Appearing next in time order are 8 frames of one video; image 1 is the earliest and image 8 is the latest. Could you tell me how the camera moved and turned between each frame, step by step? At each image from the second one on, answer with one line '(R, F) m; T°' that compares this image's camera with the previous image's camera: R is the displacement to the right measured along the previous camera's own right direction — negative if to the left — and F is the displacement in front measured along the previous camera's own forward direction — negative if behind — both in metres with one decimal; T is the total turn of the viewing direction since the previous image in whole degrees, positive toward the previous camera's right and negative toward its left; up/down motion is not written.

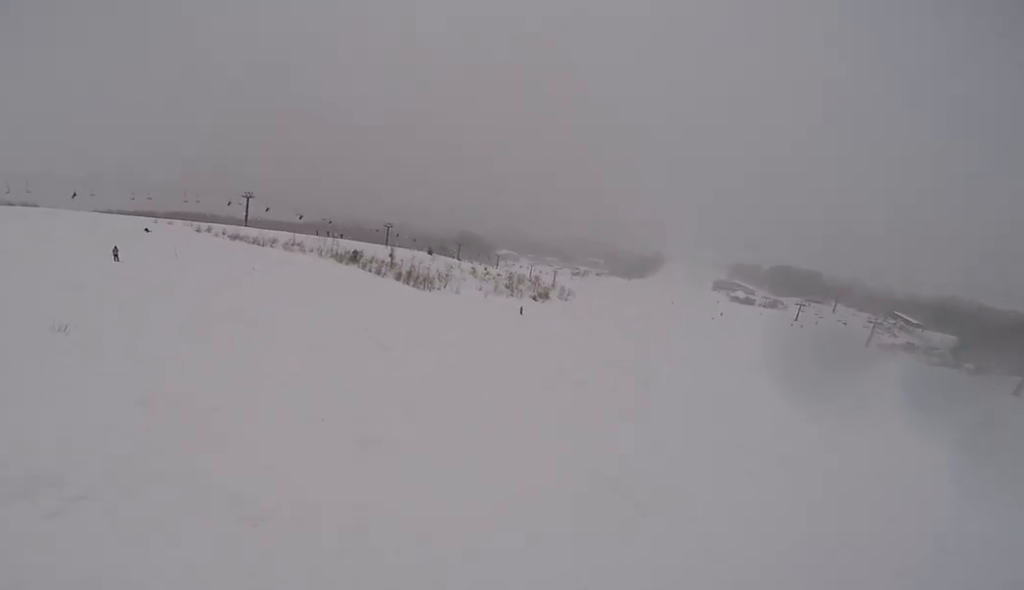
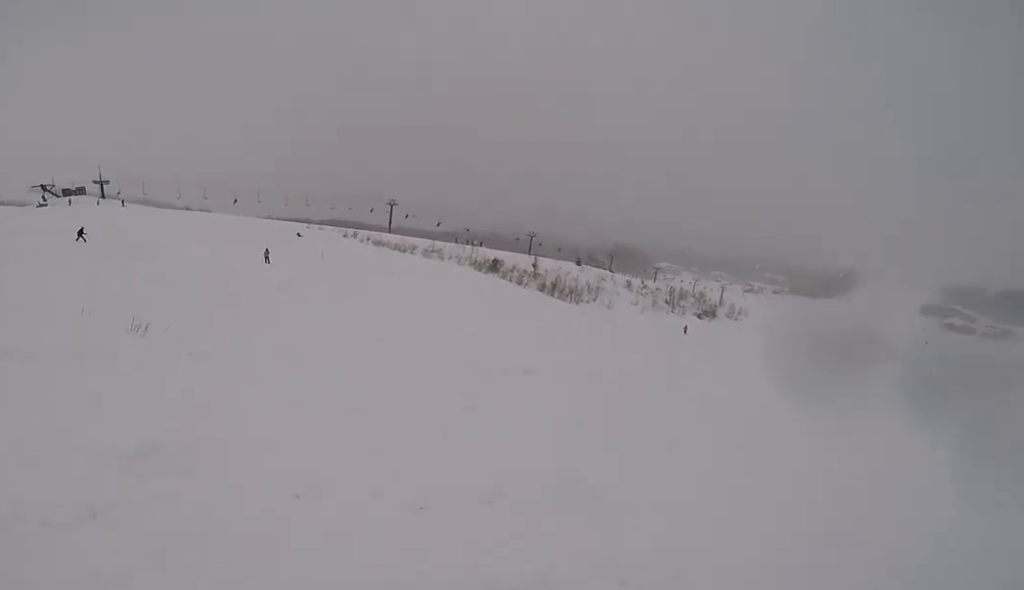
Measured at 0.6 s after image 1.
(-0.6, +1.8) m; -15°
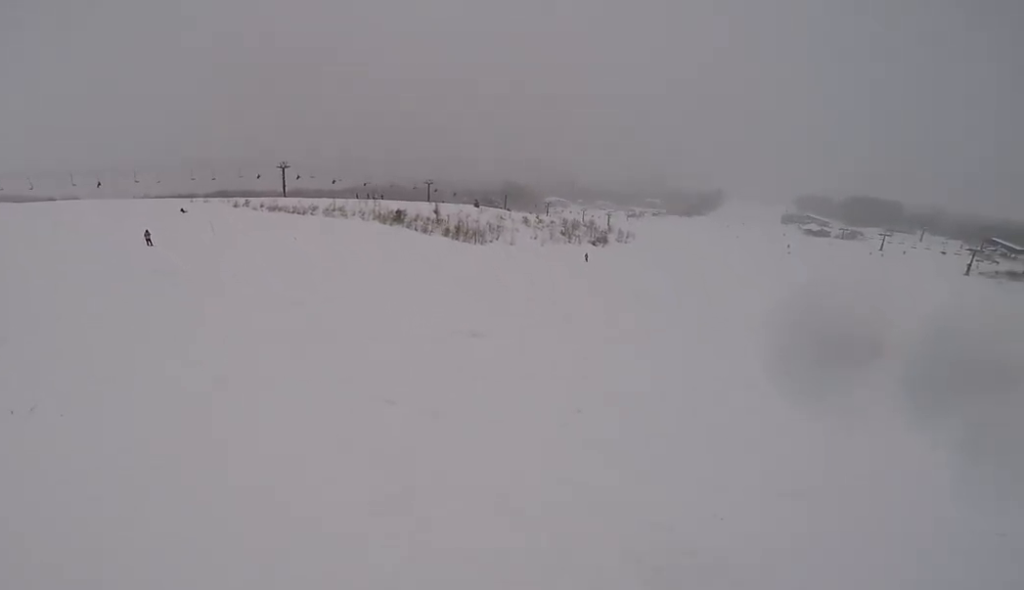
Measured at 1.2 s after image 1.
(-0.2, +1.9) m; -7°
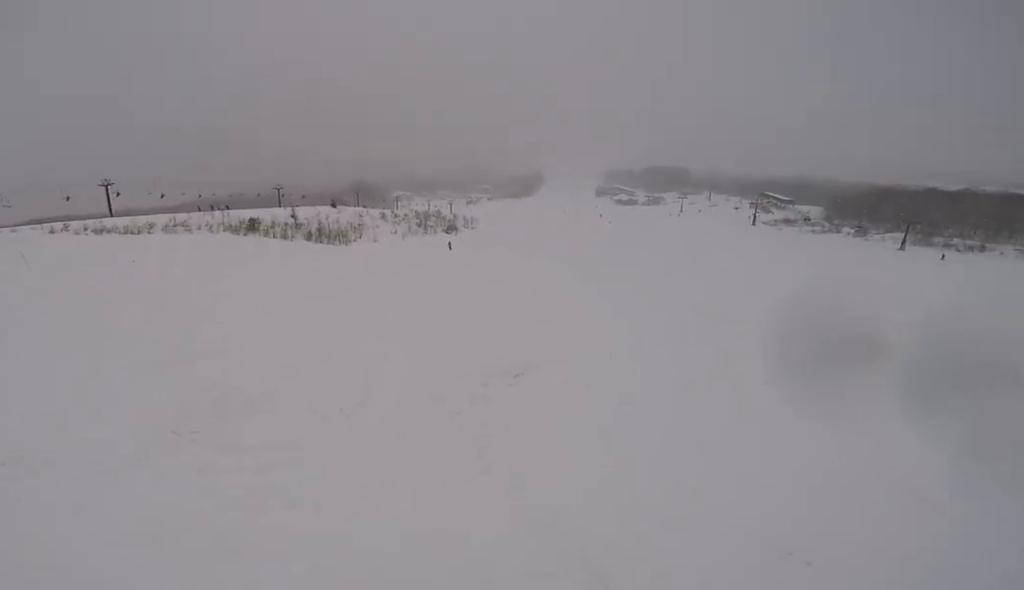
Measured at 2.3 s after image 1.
(-0.1, +4.6) m; +15°
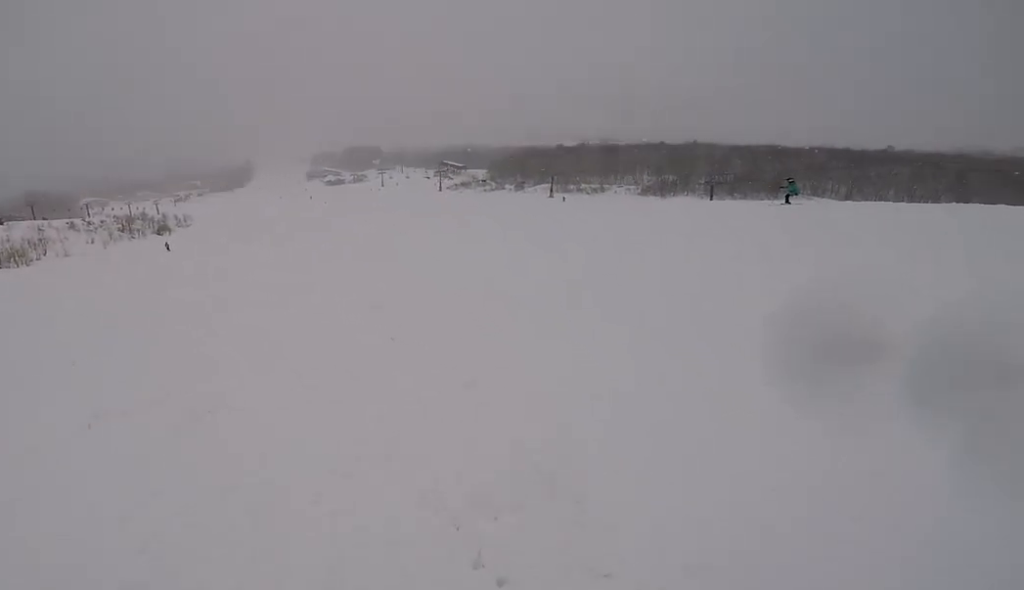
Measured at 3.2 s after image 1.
(+0.6, +3.1) m; +31°
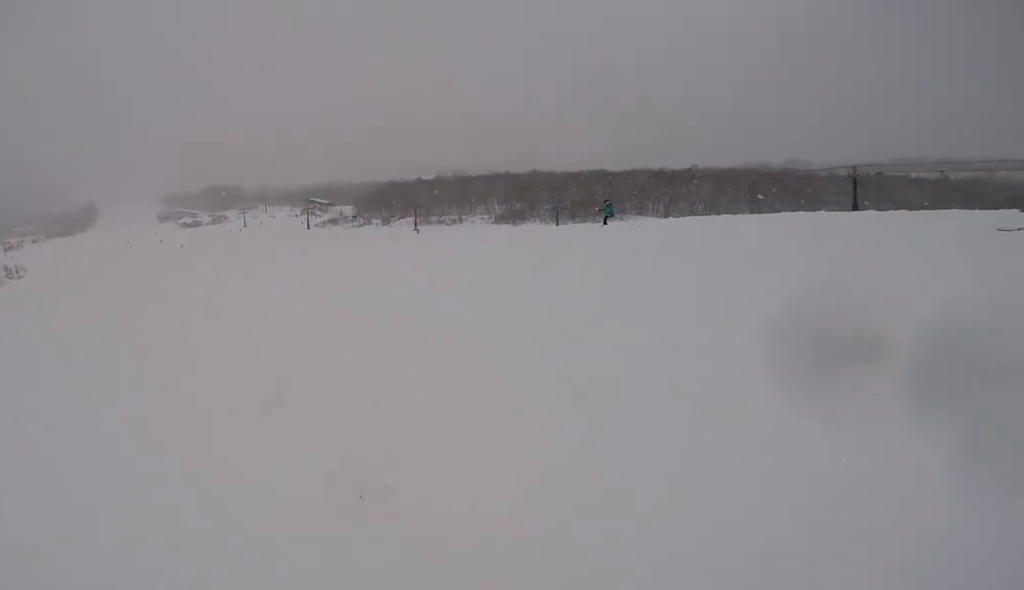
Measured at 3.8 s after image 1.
(+0.5, +2.3) m; +23°
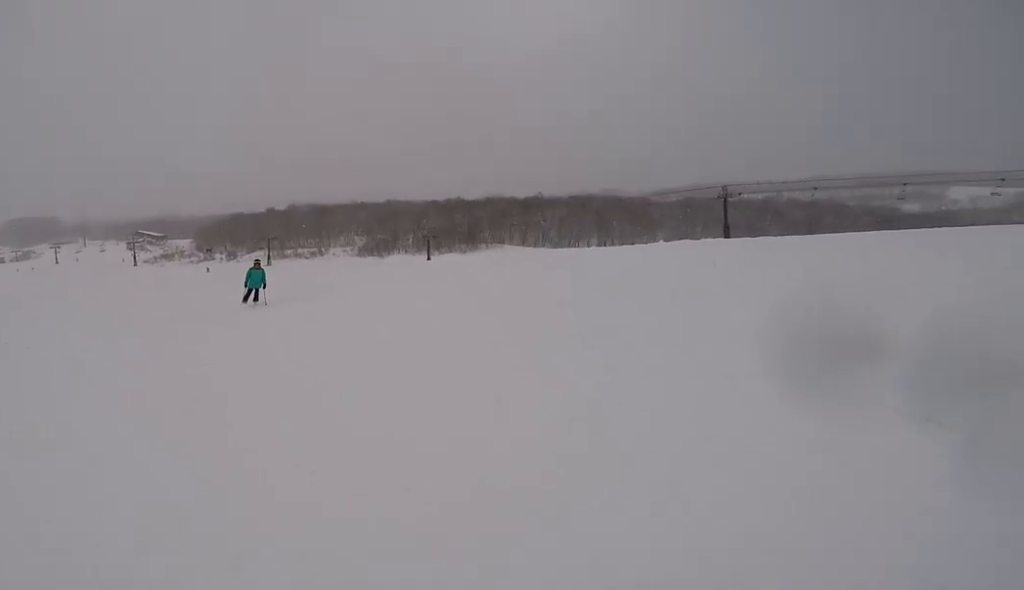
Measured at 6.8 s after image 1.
(+1.5, +13.6) m; +16°
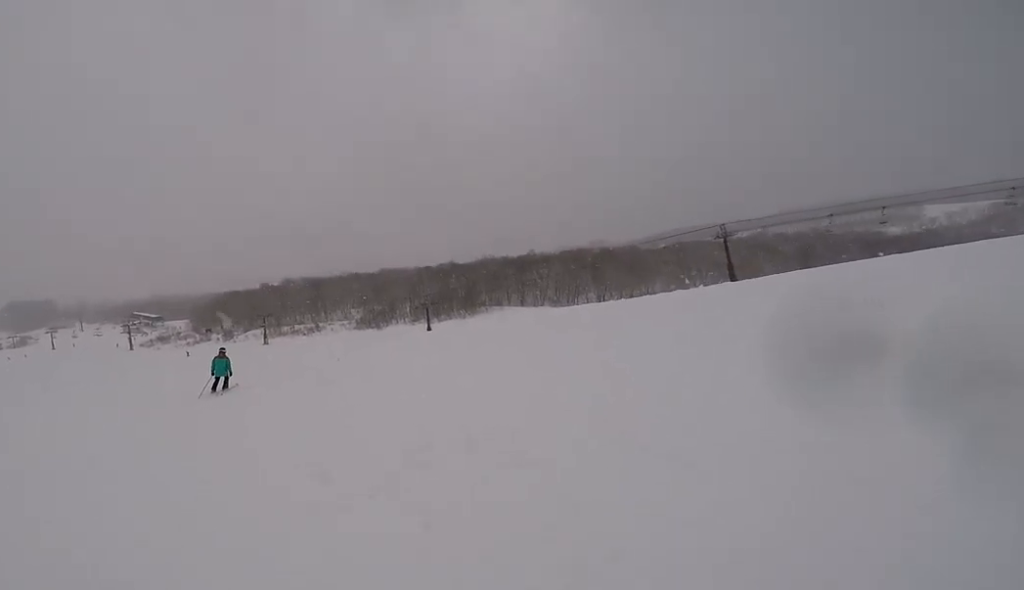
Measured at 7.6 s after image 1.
(+0.1, +3.7) m; +1°
